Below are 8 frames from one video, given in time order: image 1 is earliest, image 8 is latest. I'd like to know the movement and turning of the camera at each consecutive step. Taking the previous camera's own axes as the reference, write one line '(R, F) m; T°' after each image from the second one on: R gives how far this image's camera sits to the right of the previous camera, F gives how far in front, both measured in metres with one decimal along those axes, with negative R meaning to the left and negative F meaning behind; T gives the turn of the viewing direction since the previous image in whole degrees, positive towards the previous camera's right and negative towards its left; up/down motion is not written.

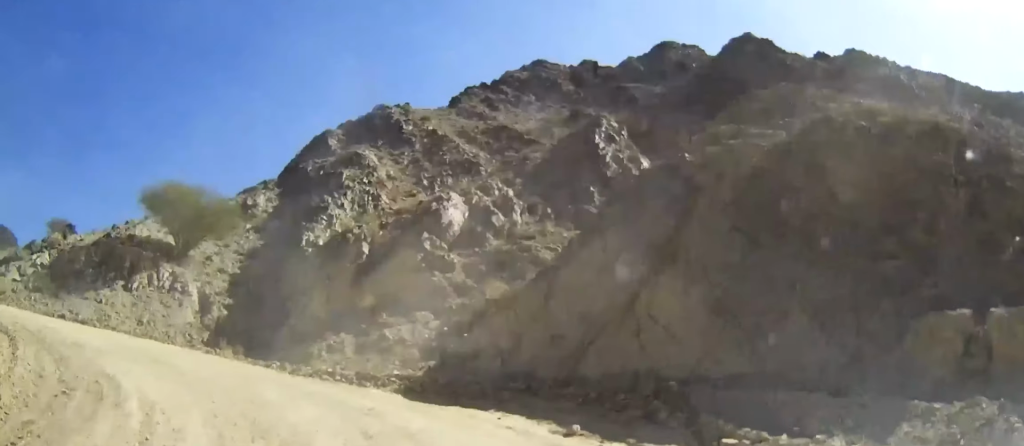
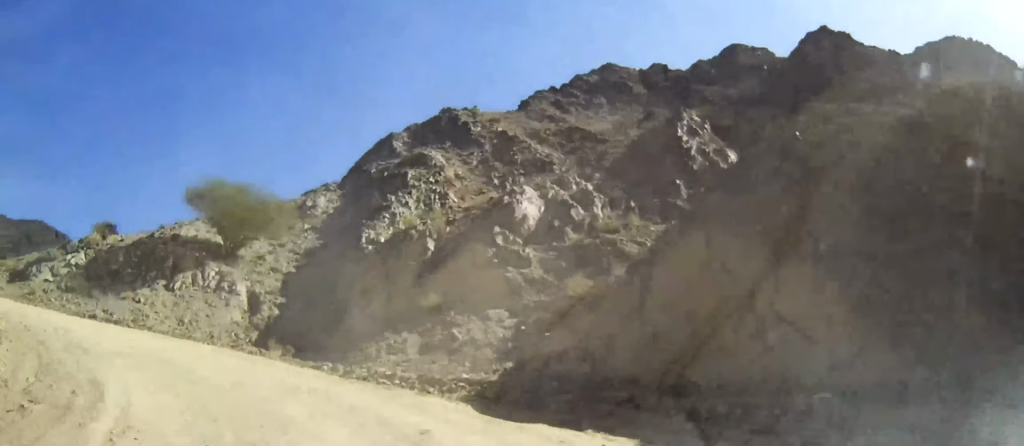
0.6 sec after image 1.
(-0.2, +3.6) m; -5°
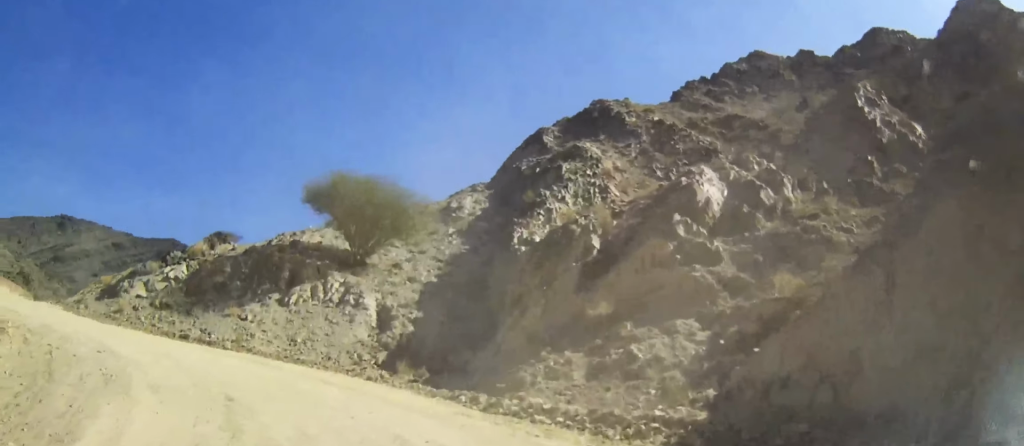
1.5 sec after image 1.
(-0.4, +5.7) m; -11°
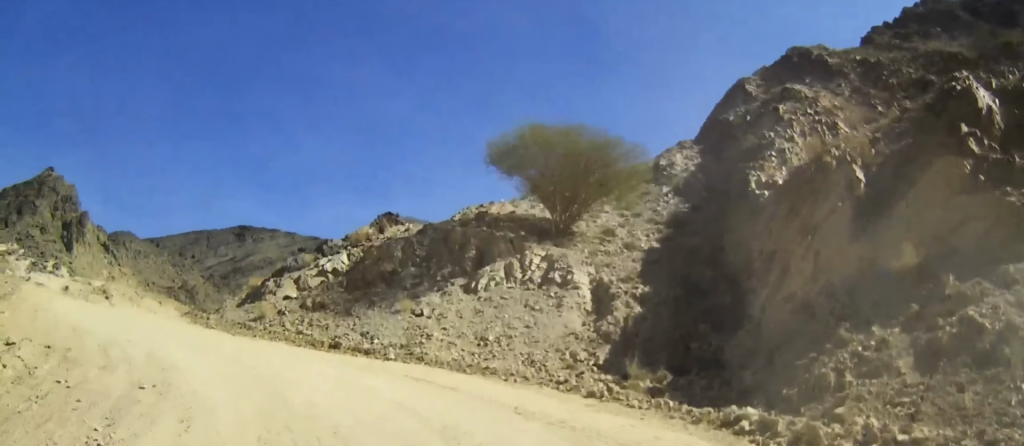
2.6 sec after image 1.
(-0.9, +6.6) m; -16°
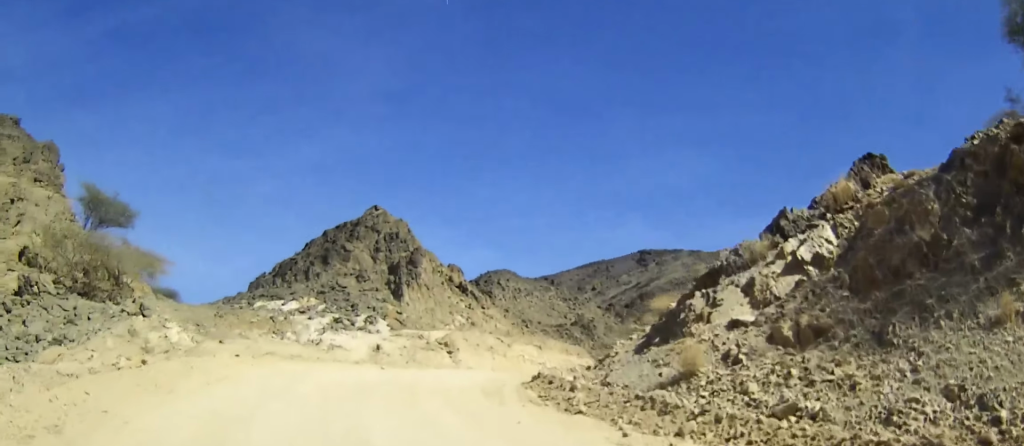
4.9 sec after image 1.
(-4.5, +13.8) m; -37°
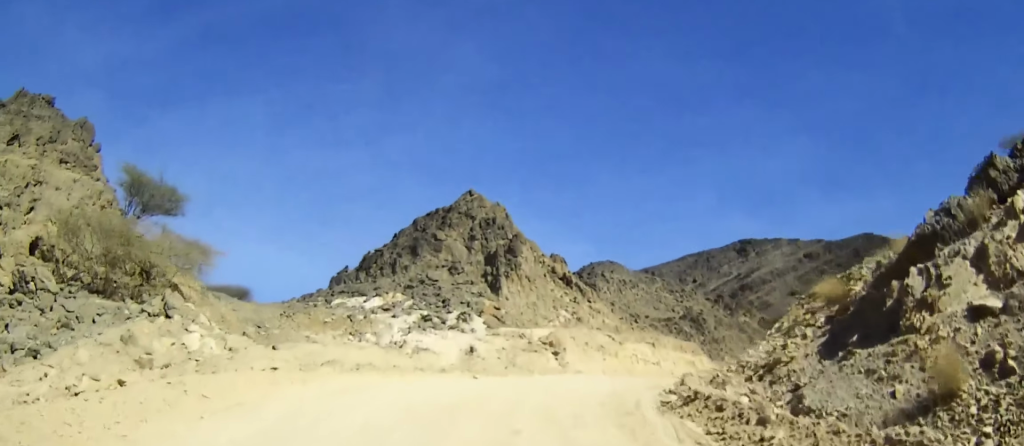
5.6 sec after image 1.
(-0.6, +4.8) m; -6°
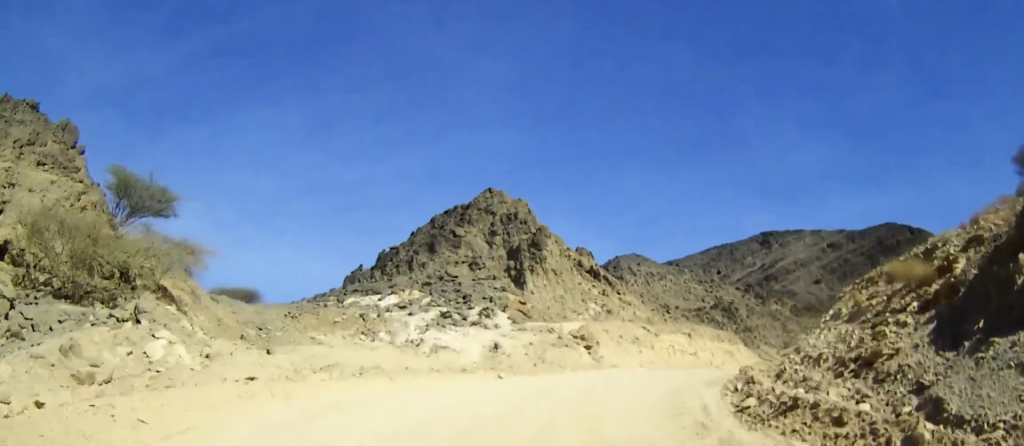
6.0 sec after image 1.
(-0.1, +2.9) m; -3°
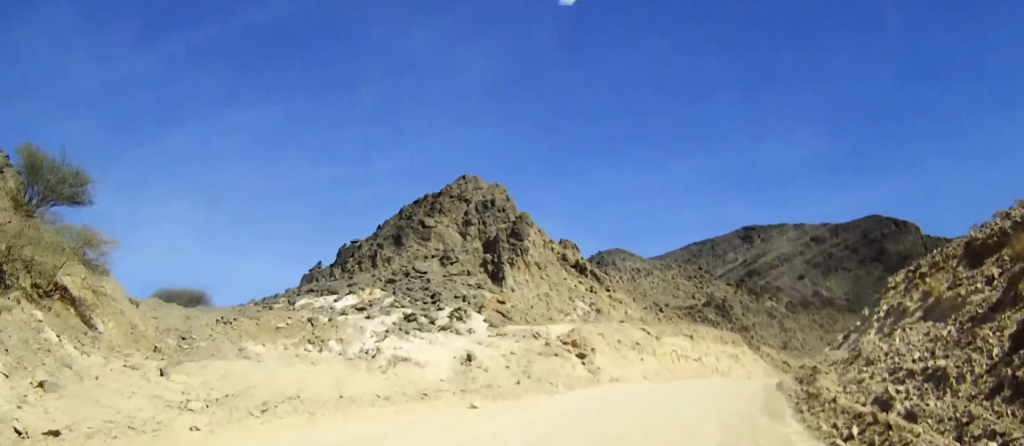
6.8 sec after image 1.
(-0.2, +5.5) m; +1°
